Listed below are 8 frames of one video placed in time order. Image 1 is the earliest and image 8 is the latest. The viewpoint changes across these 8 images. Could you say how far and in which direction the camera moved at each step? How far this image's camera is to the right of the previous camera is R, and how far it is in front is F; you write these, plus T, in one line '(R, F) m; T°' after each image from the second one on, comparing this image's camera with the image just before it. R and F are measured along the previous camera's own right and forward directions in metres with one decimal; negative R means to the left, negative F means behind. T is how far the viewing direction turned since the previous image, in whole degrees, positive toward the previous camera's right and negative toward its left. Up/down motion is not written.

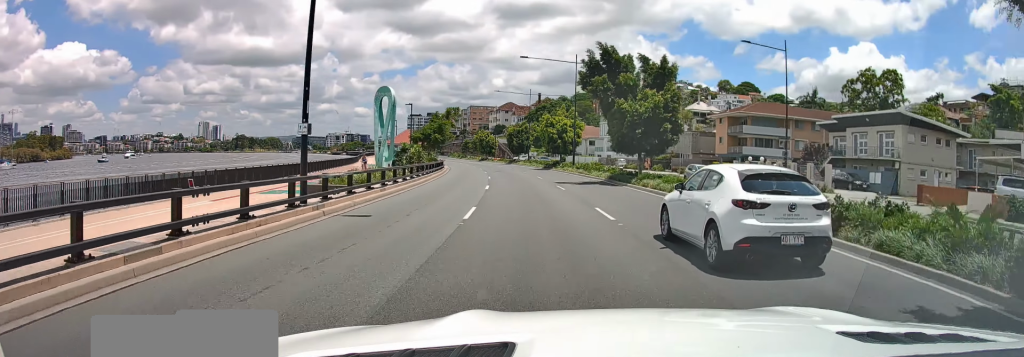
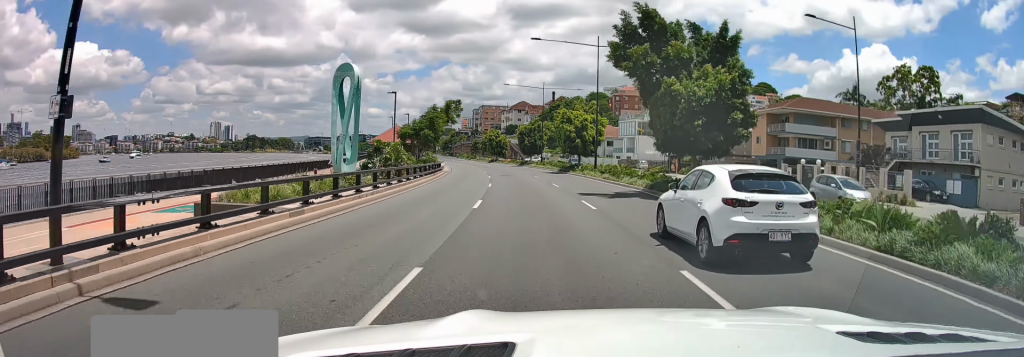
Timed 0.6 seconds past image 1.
(-0.1, +9.0) m; -2°
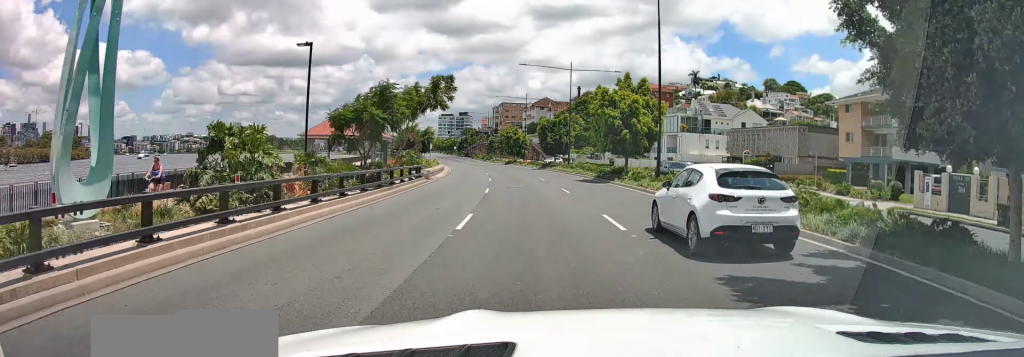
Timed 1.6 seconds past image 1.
(-0.3, +16.7) m; -2°
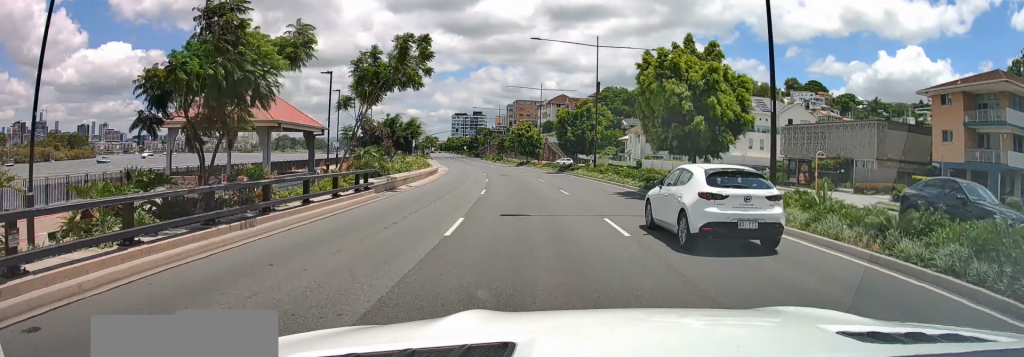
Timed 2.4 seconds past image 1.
(-0.3, +12.9) m; -2°
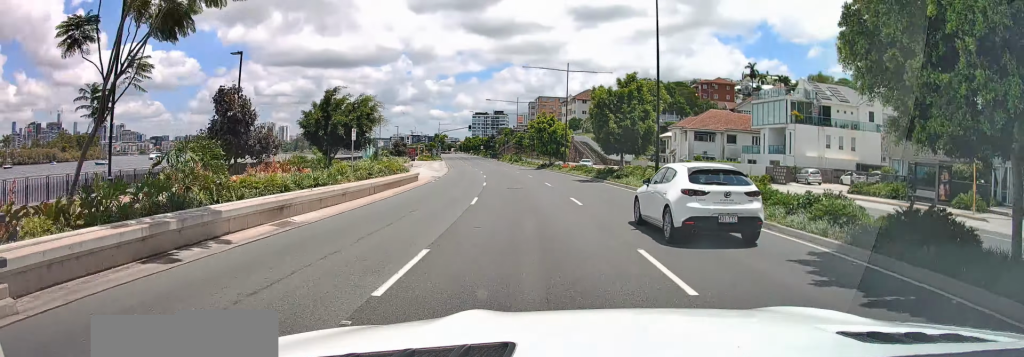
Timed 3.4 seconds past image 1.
(-0.5, +16.7) m; -2°
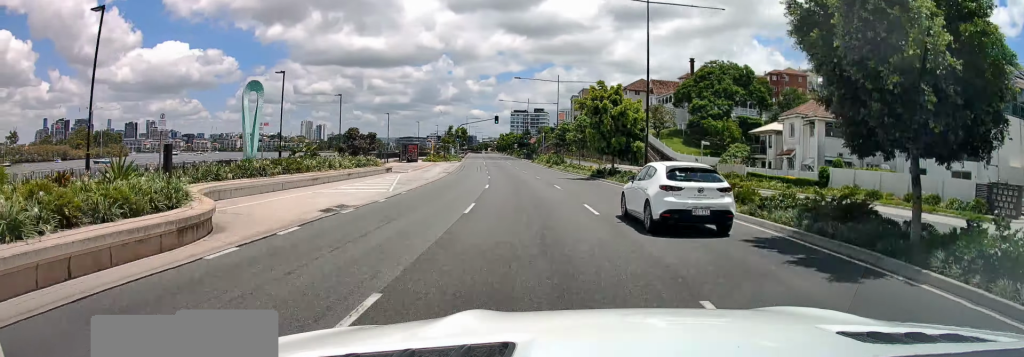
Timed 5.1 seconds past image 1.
(-0.7, +26.3) m; -3°
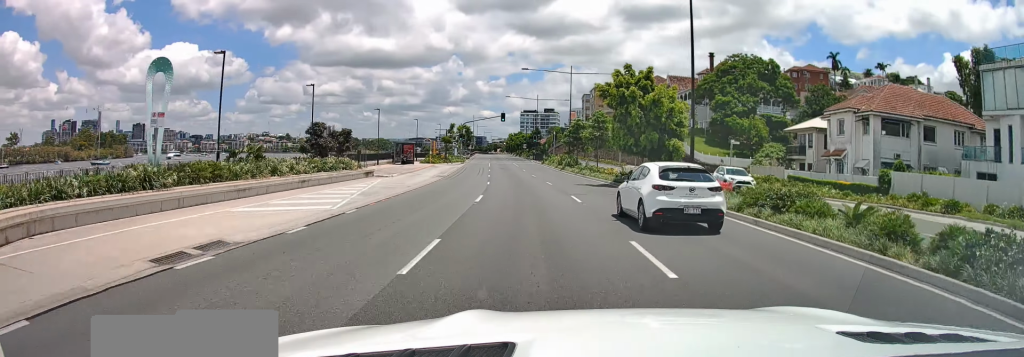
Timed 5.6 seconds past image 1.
(-0.1, +7.7) m; -1°
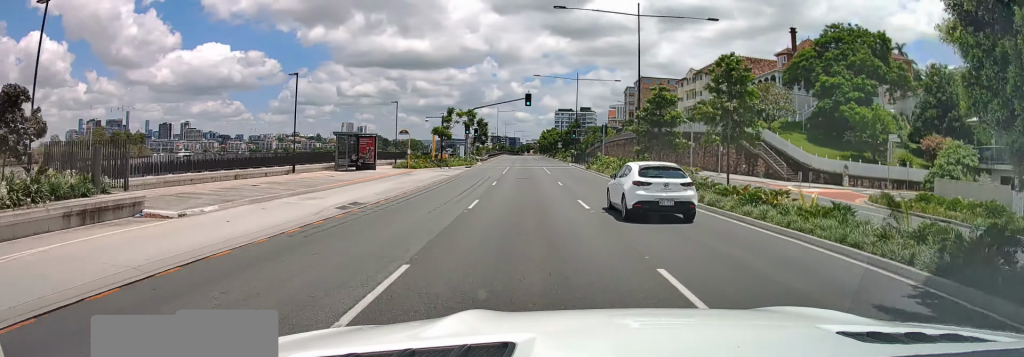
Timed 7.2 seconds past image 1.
(-0.9, +26.1) m; -5°
